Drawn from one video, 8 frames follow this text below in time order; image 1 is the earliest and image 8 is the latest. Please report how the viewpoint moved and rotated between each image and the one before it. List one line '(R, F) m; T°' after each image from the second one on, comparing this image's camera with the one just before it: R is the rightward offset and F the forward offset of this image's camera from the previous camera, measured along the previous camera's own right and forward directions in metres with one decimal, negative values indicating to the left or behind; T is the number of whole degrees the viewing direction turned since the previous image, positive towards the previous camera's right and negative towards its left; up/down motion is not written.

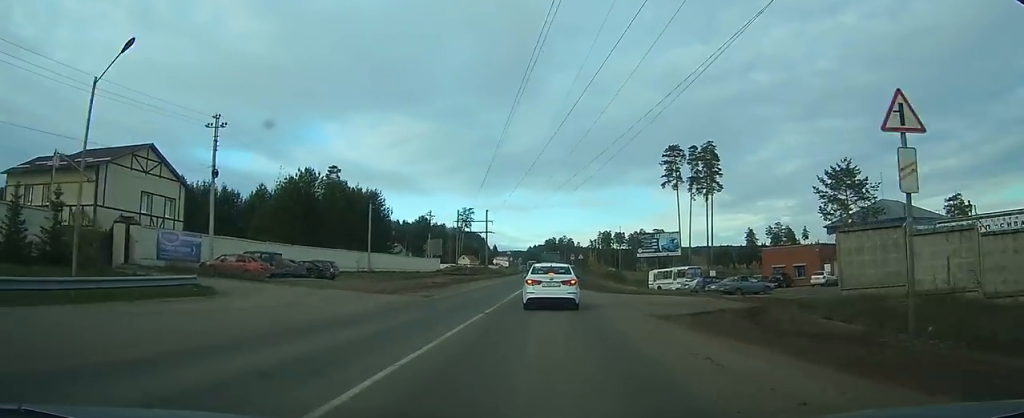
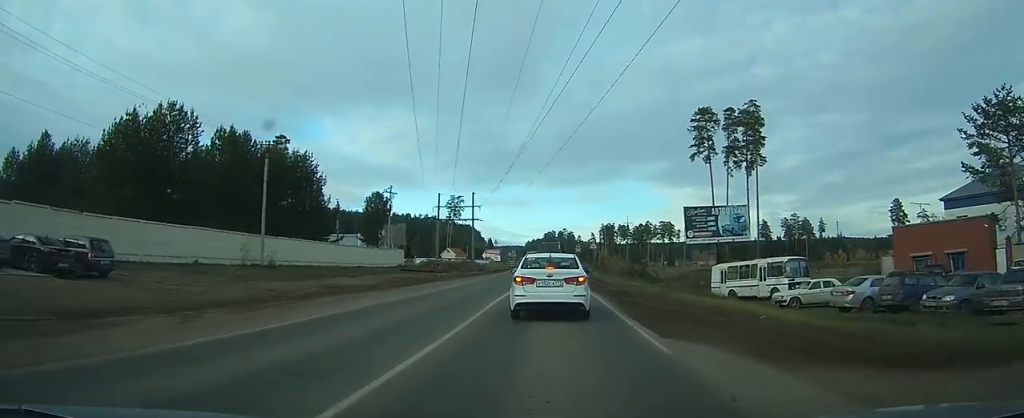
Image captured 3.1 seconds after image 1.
(+0.4, +33.2) m; +1°
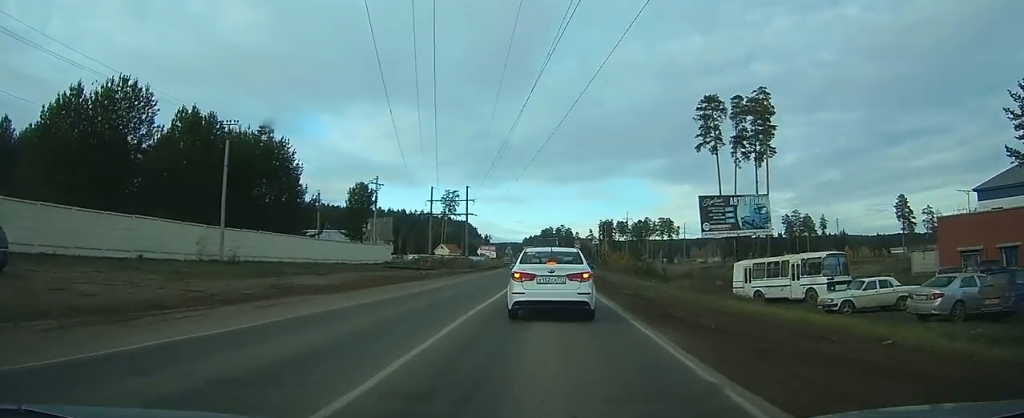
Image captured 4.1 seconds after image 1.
(0.0, +8.1) m; 0°
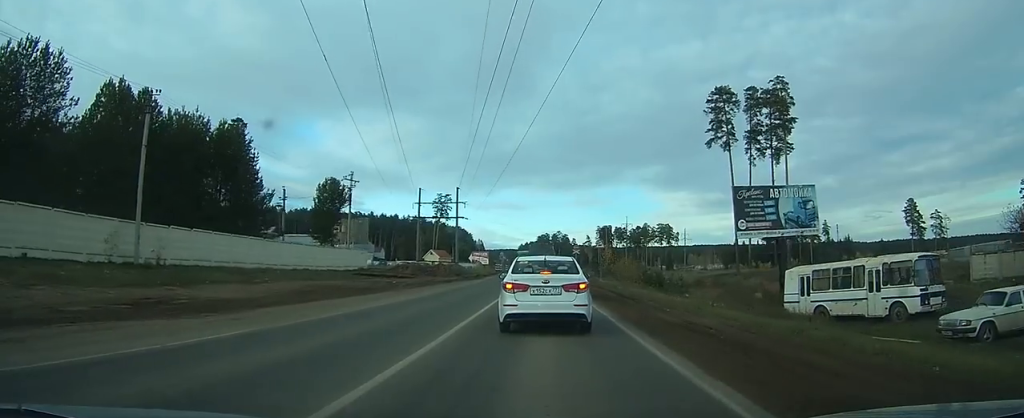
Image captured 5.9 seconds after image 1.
(0.0, +11.8) m; -1°
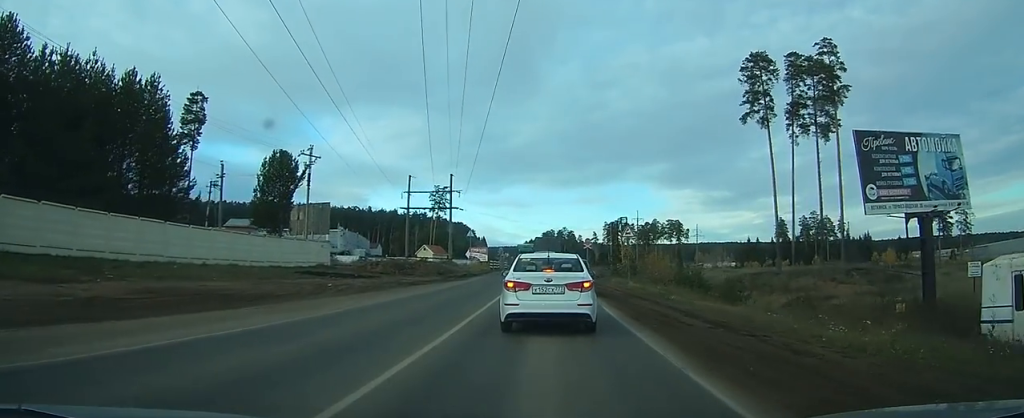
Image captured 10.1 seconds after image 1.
(0.0, +14.7) m; +1°
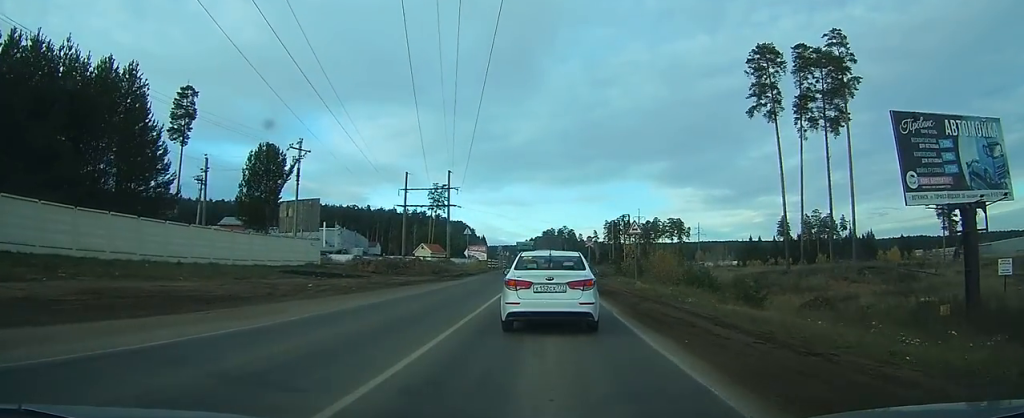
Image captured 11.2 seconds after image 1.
(0.0, +2.5) m; -1°
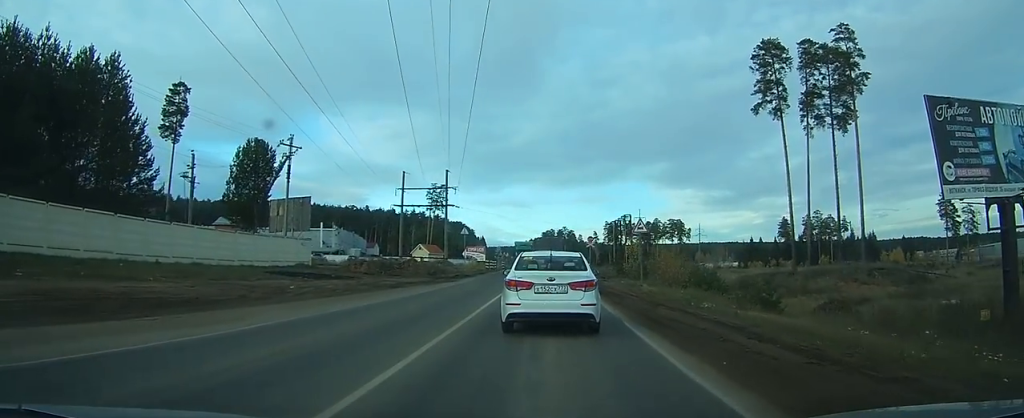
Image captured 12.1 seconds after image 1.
(0.0, +2.1) m; -1°
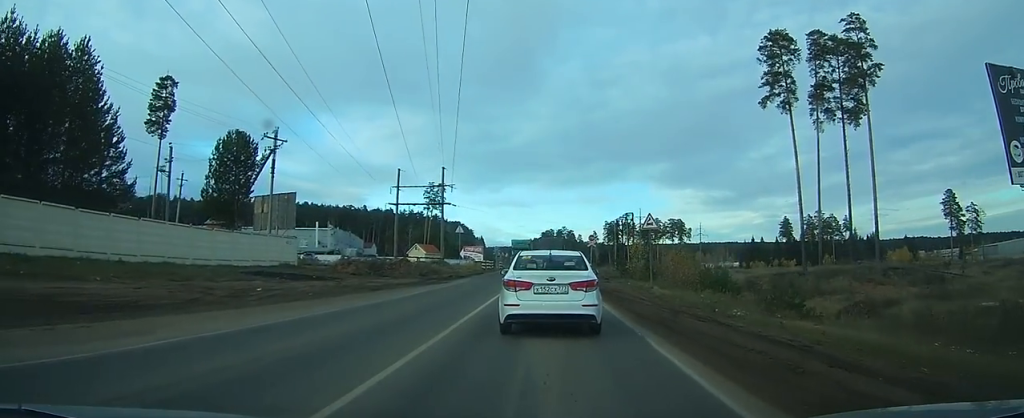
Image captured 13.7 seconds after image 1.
(-0.1, +3.1) m; 0°
